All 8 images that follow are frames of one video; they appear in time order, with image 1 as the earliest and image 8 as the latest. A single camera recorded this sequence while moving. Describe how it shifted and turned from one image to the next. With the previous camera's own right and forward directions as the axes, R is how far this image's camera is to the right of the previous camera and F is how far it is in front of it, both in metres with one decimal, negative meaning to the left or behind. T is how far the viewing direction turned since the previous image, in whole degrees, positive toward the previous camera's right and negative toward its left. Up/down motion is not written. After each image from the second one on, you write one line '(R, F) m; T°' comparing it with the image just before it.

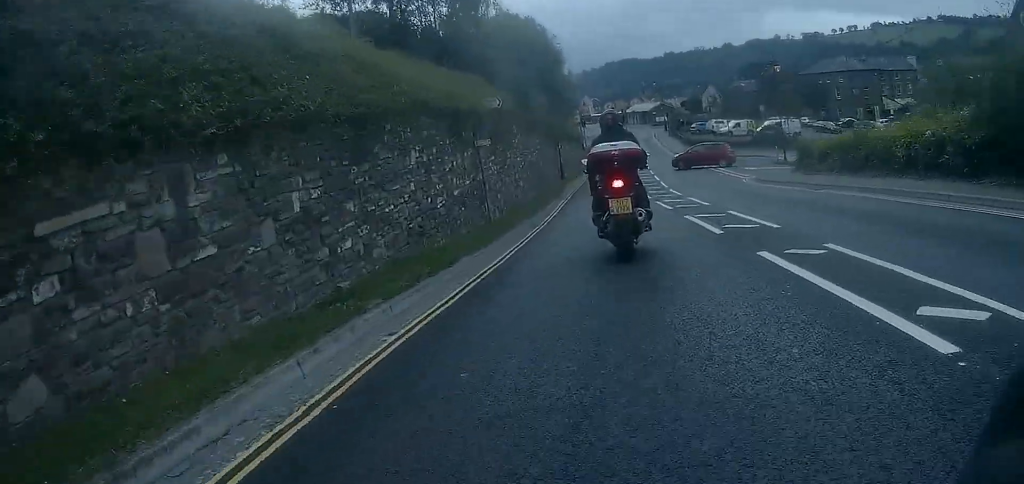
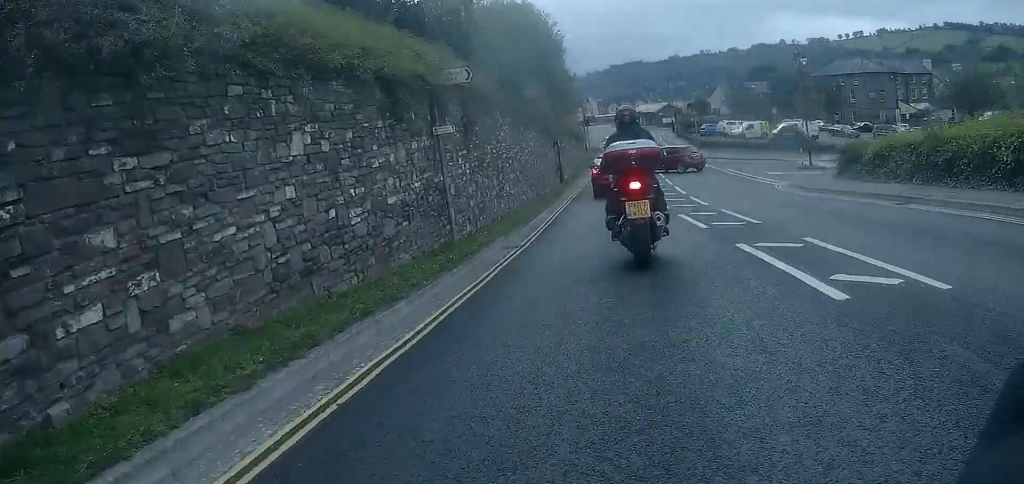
(0.0, +4.3) m; +2°
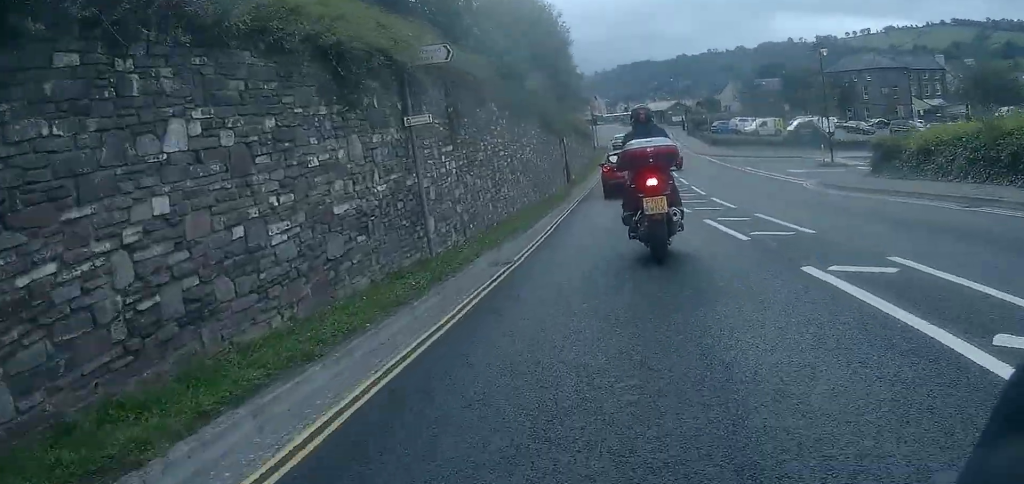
(-0.1, +2.2) m; +3°
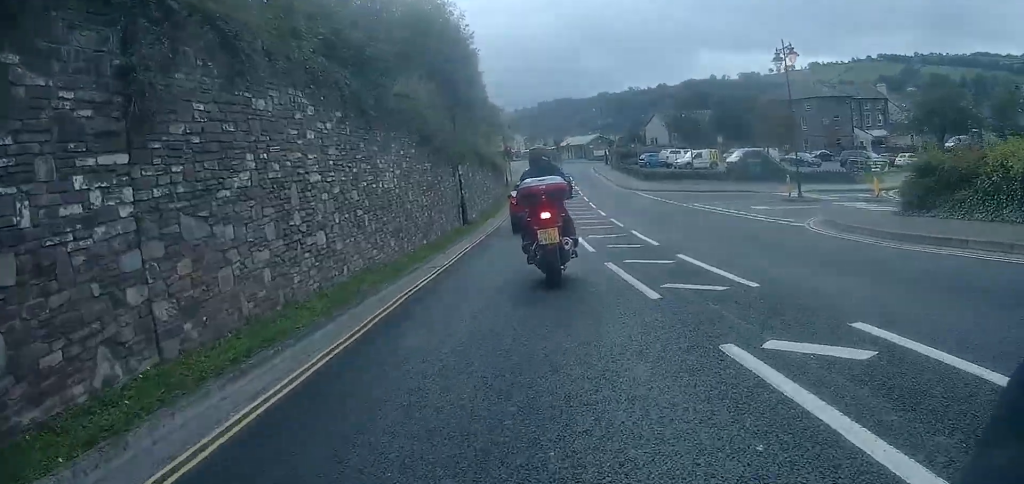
(+1.0, +7.0) m; +5°
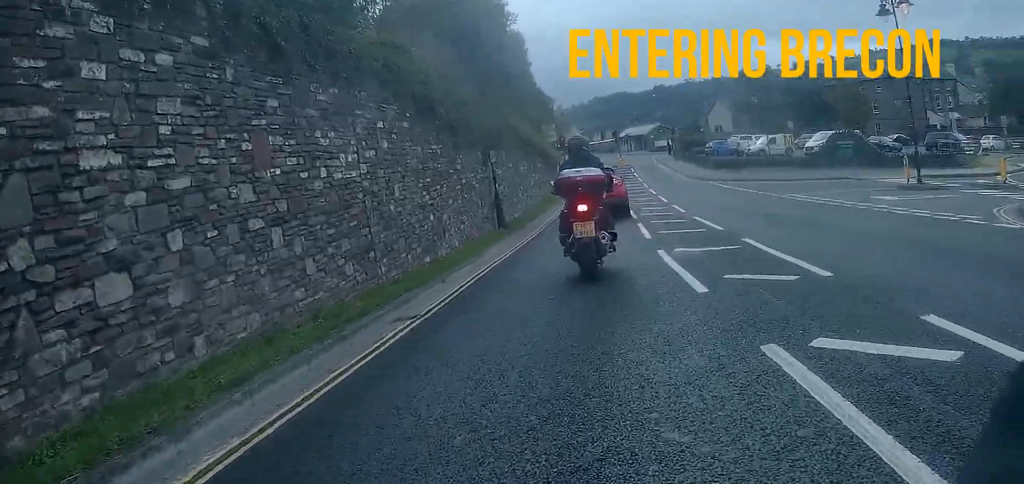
(-0.4, +5.9) m; -3°
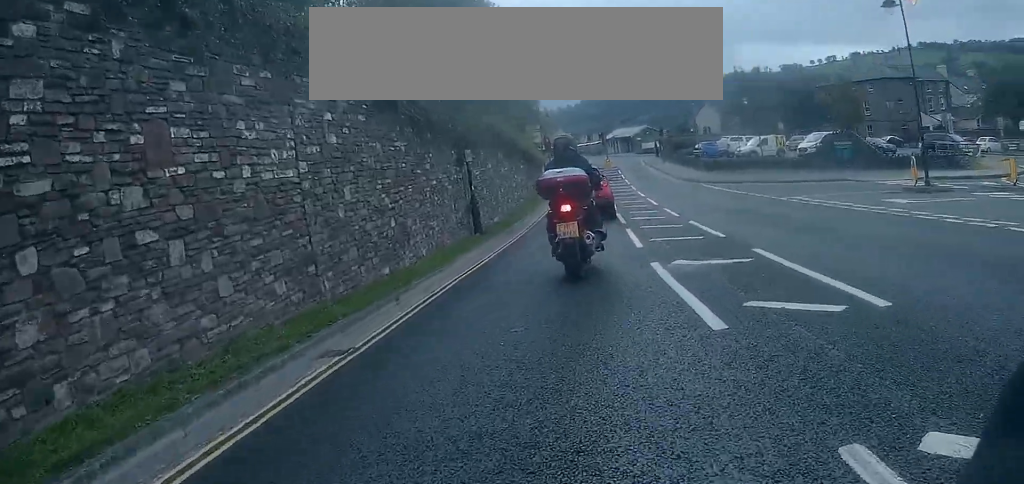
(0.0, +1.6) m; 0°
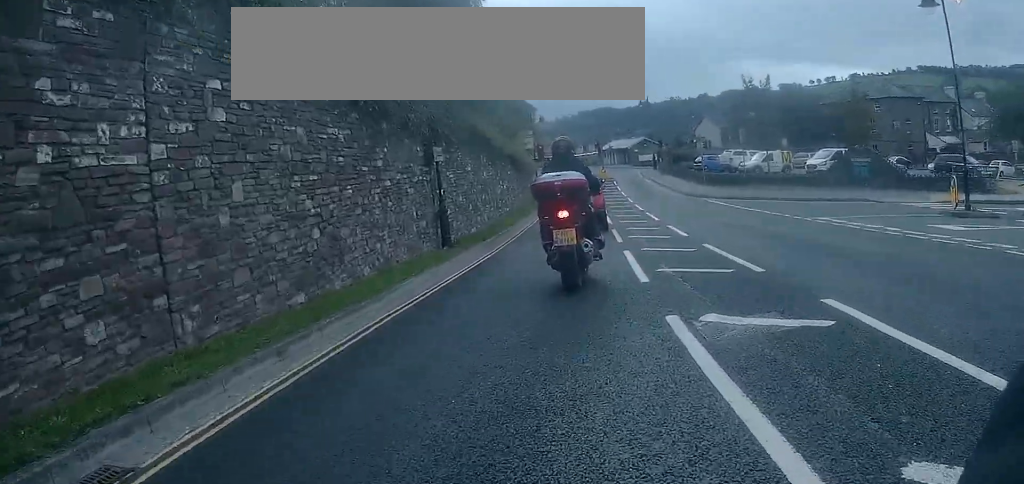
(0.0, +2.6) m; -1°
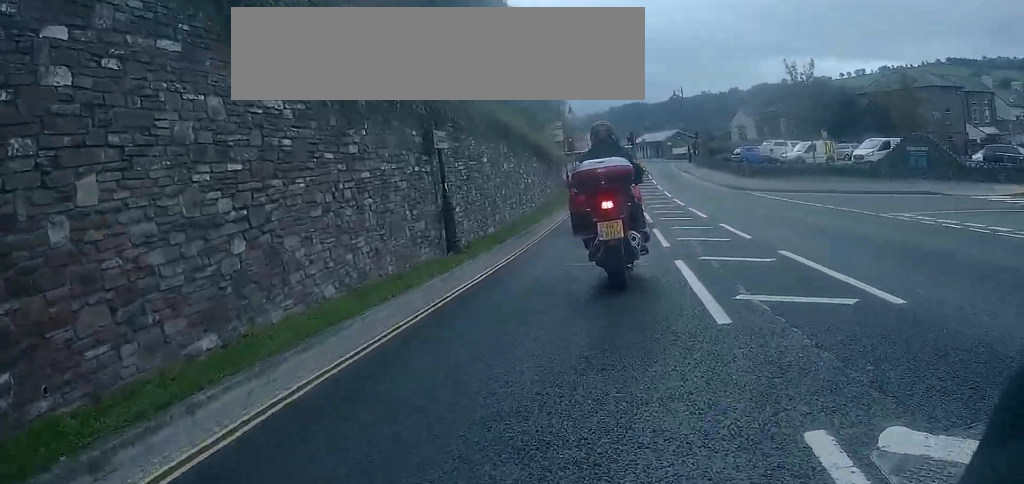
(0.0, +2.4) m; 0°
